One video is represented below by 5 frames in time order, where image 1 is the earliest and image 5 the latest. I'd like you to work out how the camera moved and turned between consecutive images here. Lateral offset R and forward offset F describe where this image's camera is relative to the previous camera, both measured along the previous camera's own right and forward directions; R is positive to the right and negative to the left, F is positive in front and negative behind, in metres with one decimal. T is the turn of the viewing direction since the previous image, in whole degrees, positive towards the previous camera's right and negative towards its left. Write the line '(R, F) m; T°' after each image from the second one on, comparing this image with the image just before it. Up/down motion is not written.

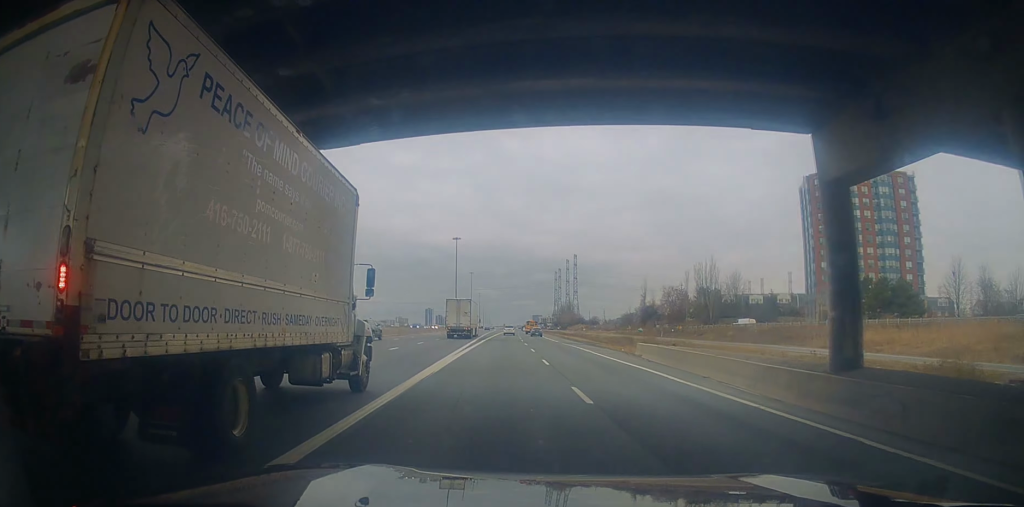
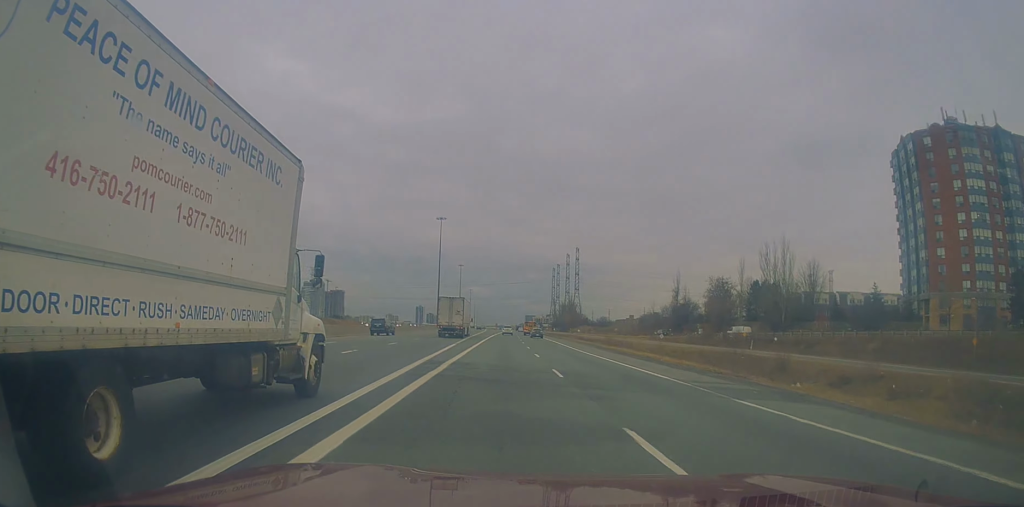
(-0.4, +41.5) m; -1°
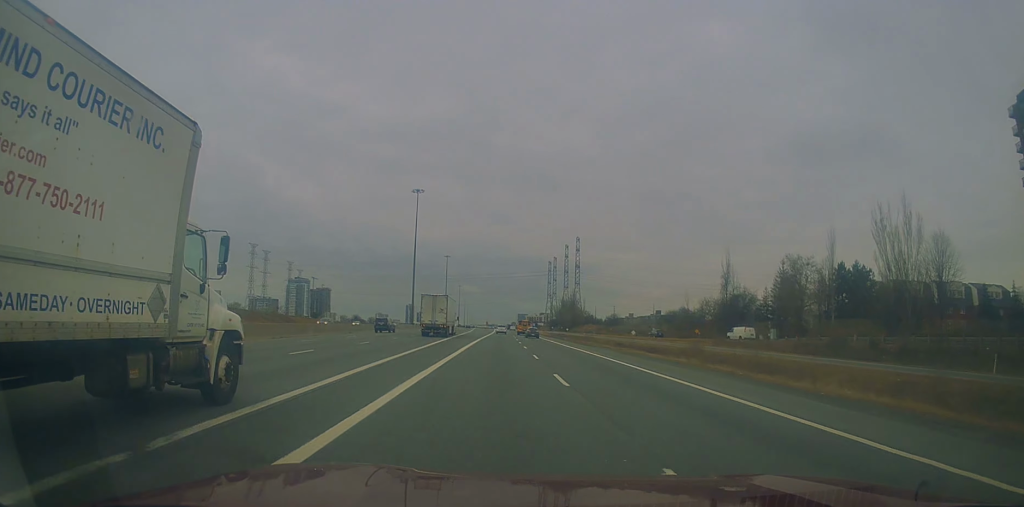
(+0.5, +38.7) m; +2°
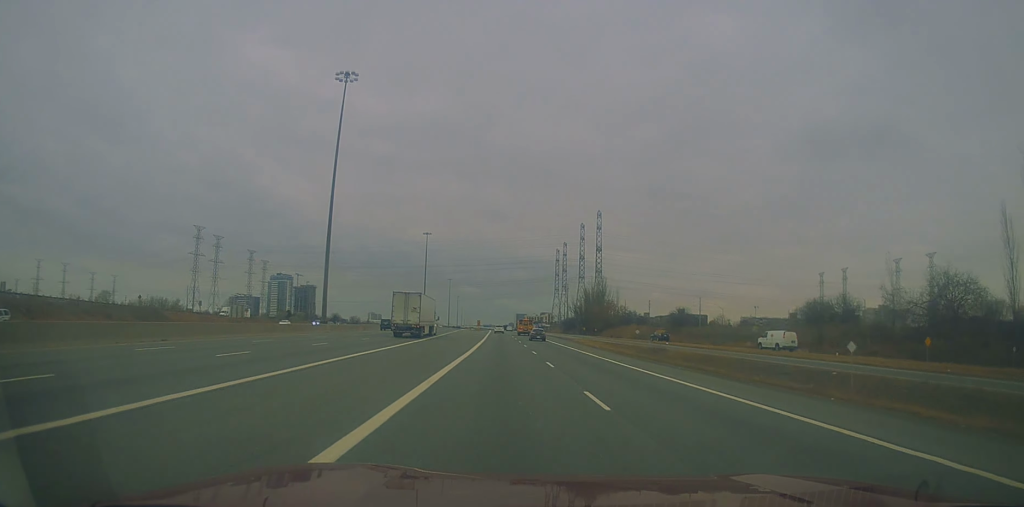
(+1.4, +75.8) m; +1°
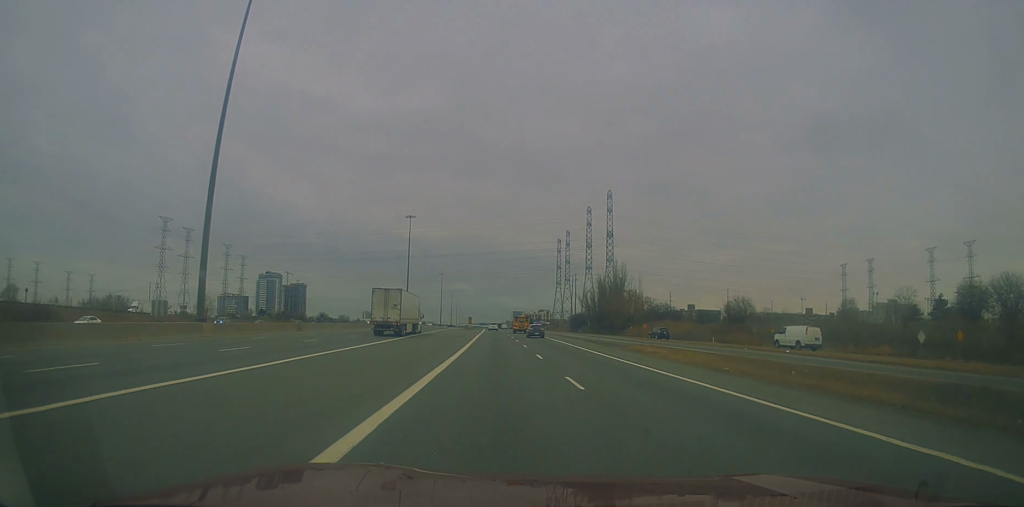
(-0.5, +33.3) m; 0°
